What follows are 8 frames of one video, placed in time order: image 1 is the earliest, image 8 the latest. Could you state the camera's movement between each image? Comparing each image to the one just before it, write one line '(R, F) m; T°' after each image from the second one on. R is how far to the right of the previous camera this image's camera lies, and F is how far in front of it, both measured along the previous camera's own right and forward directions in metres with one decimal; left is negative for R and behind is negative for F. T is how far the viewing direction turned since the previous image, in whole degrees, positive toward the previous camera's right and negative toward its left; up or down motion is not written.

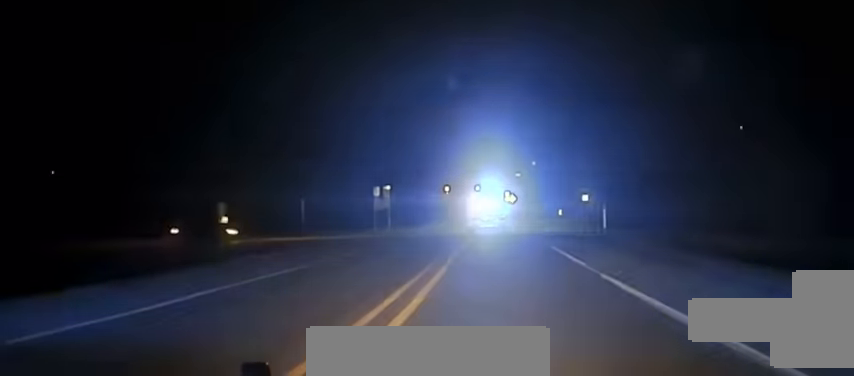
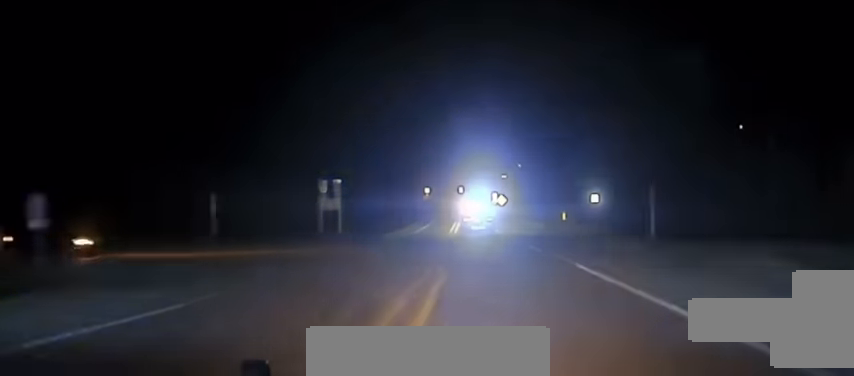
(0.0, +18.9) m; 0°
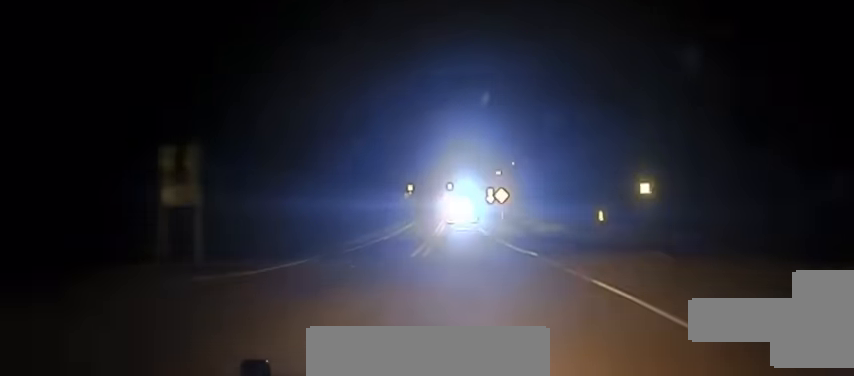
(0.0, +24.4) m; +1°
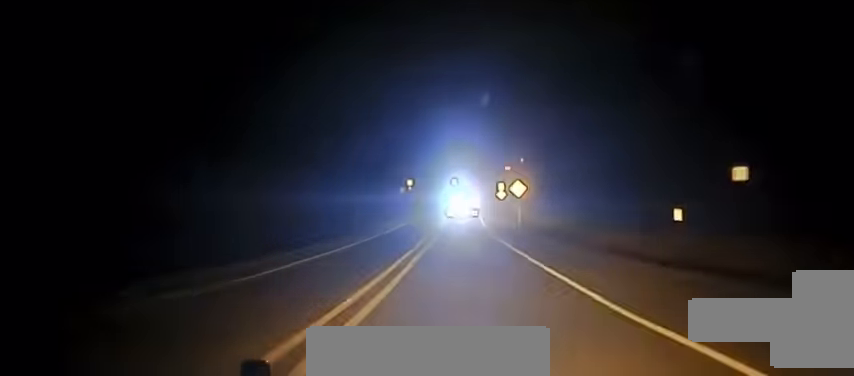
(0.0, +16.4) m; 0°
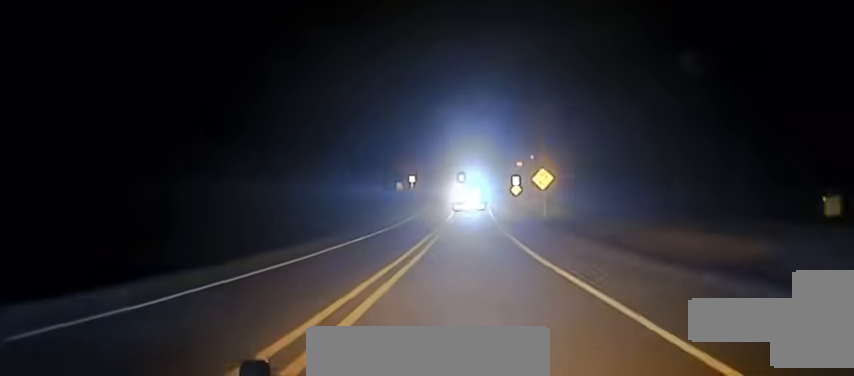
(+0.2, +12.9) m; 0°
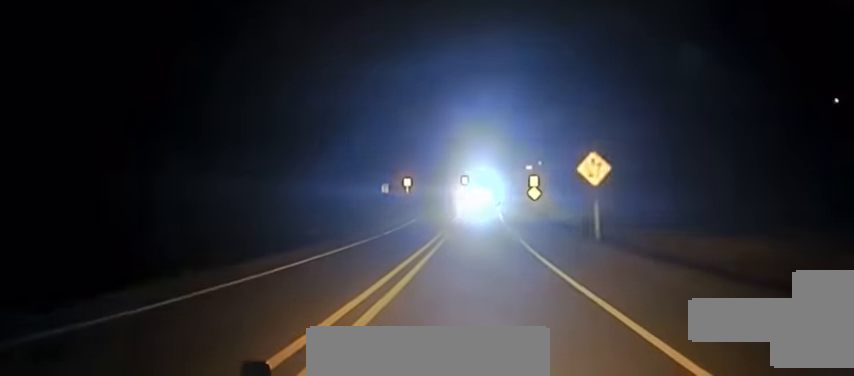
(0.0, +17.4) m; 0°
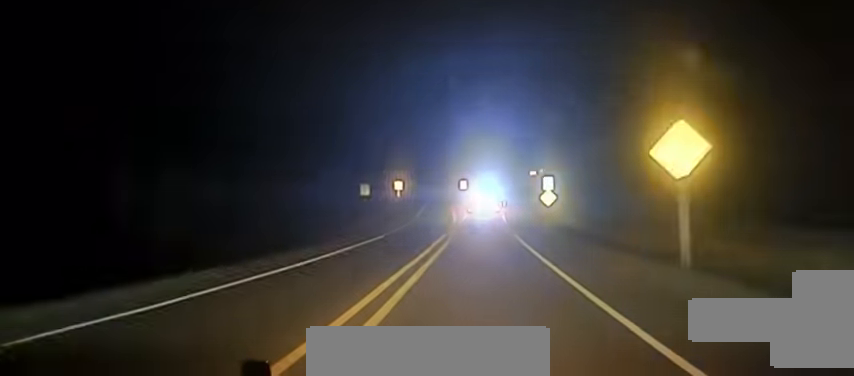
(-0.2, +12.2) m; 0°
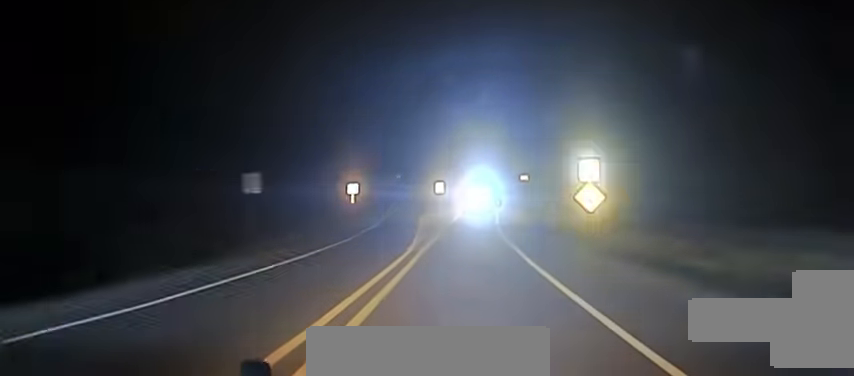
(0.0, +24.4) m; 0°
